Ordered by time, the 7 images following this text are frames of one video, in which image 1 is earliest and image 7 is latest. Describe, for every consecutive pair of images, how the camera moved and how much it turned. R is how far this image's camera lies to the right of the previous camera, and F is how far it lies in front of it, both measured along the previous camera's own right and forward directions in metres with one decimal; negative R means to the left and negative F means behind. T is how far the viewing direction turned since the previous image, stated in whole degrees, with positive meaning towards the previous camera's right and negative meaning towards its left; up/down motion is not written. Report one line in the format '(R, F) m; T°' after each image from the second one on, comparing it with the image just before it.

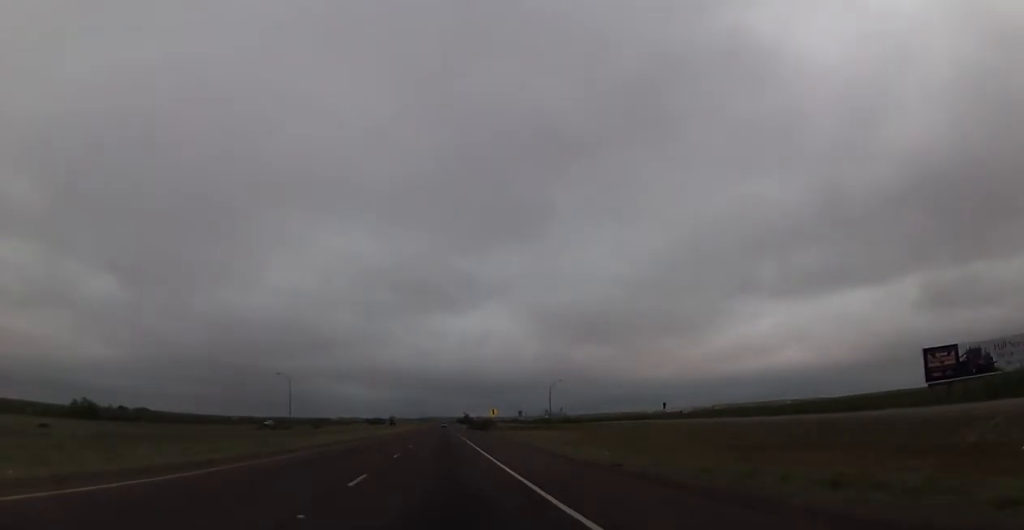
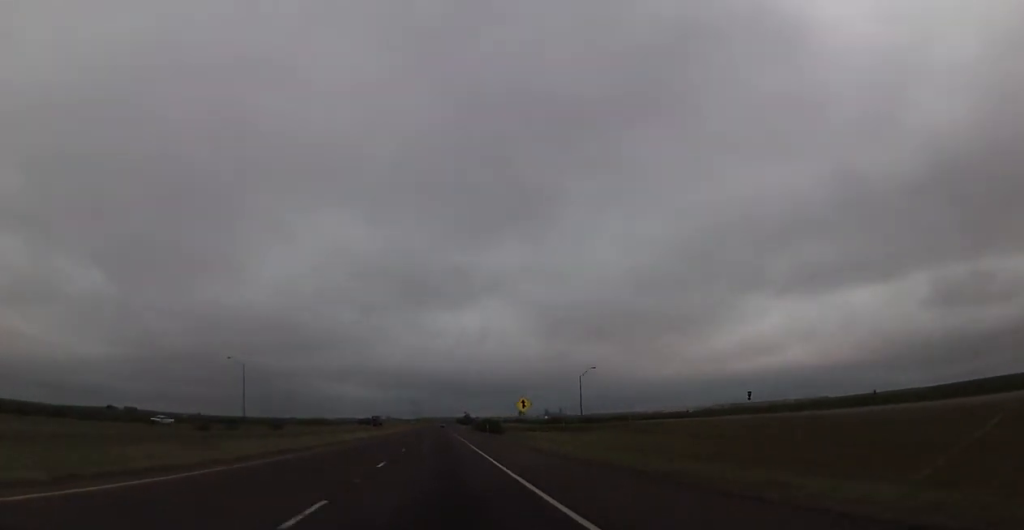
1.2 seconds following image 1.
(+0.2, +42.7) m; +1°
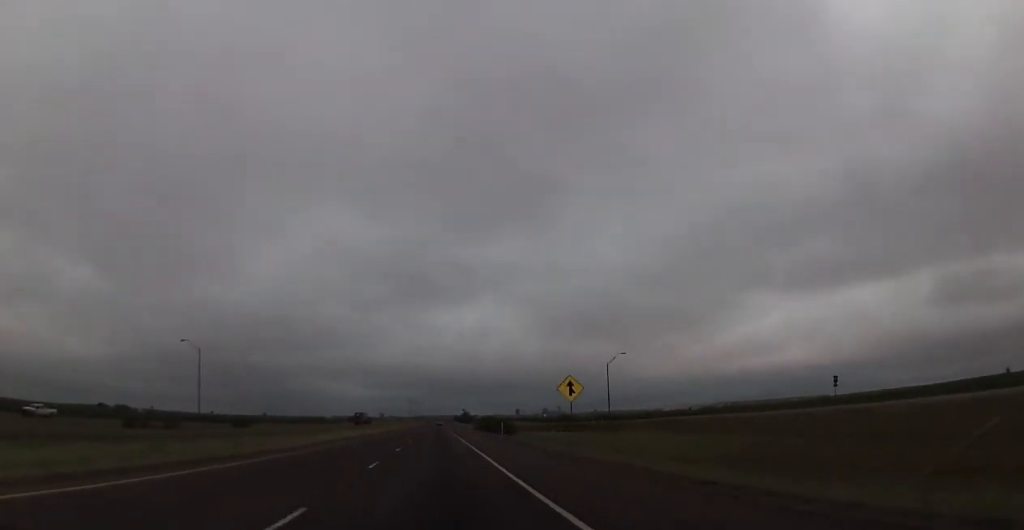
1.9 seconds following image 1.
(+0.1, +25.6) m; 0°
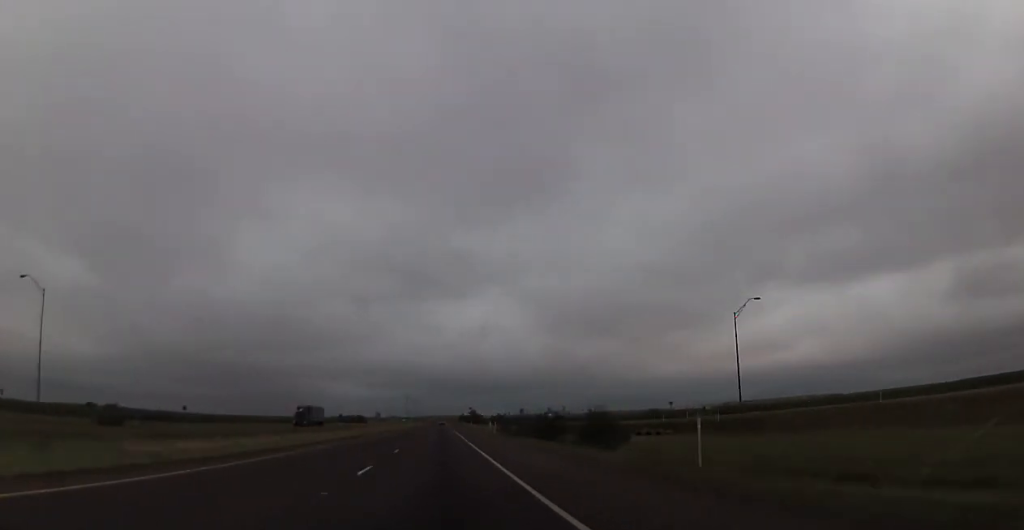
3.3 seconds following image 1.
(0.0, +51.3) m; -1°
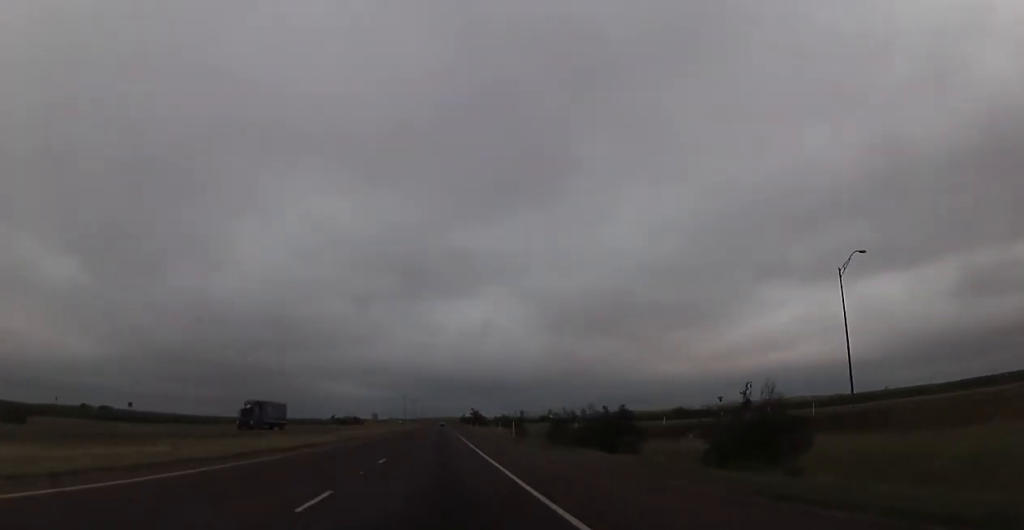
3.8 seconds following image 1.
(-0.3, +19.6) m; 0°
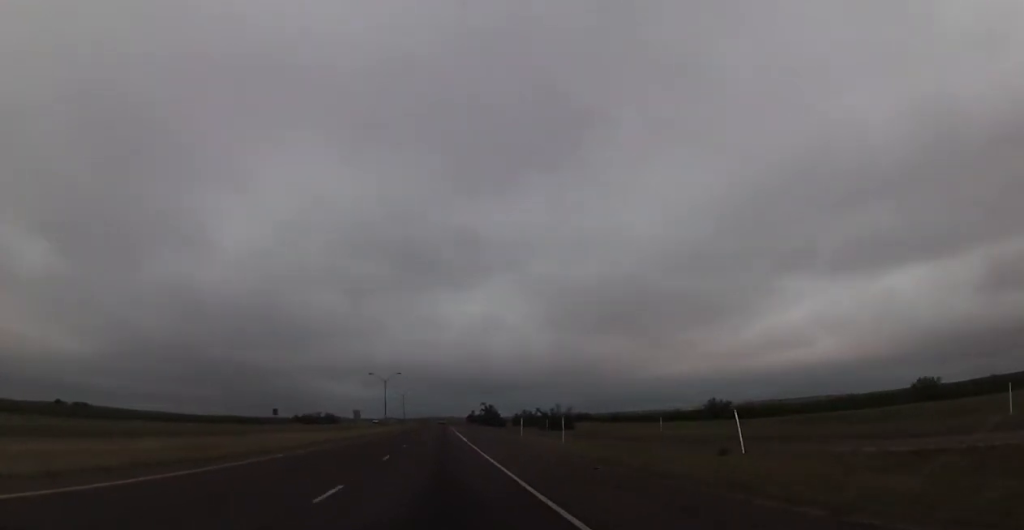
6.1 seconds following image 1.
(+0.4, +84.3) m; 0°
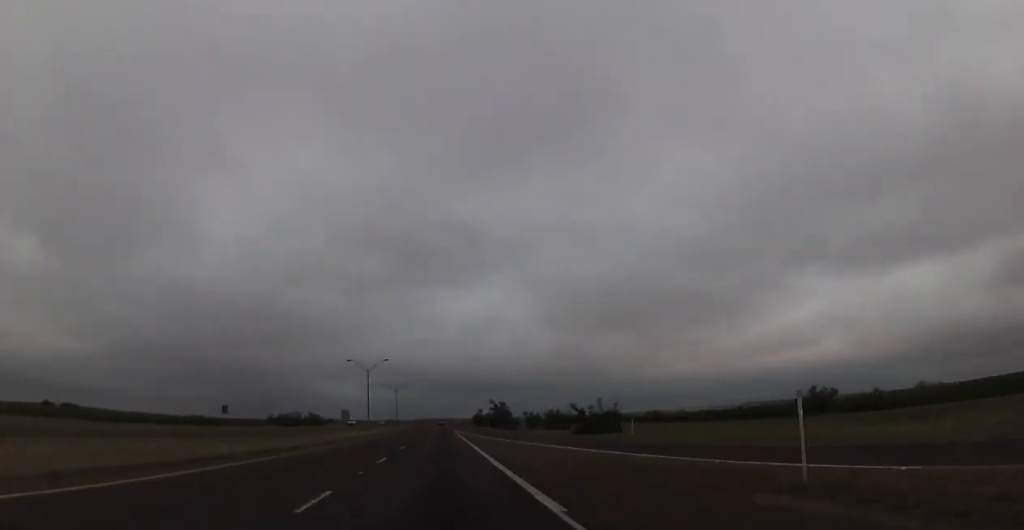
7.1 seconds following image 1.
(-0.3, +38.0) m; 0°
